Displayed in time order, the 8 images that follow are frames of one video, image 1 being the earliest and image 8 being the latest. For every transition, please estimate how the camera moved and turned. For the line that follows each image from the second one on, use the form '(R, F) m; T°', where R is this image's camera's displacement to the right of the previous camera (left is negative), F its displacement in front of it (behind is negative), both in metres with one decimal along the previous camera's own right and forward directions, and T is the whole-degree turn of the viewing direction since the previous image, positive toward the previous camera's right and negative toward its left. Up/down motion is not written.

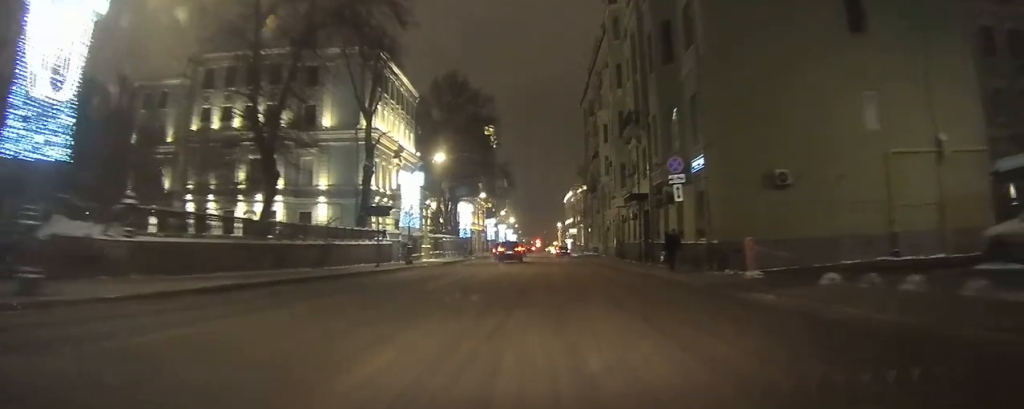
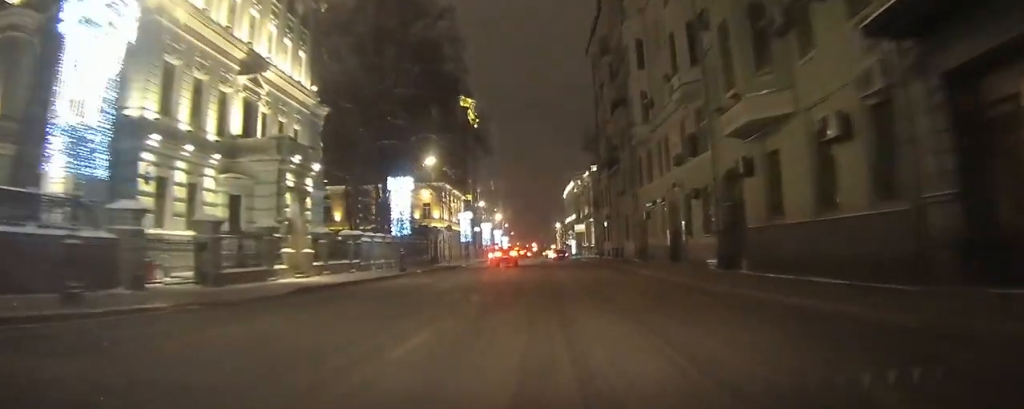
(-0.4, +29.1) m; -1°
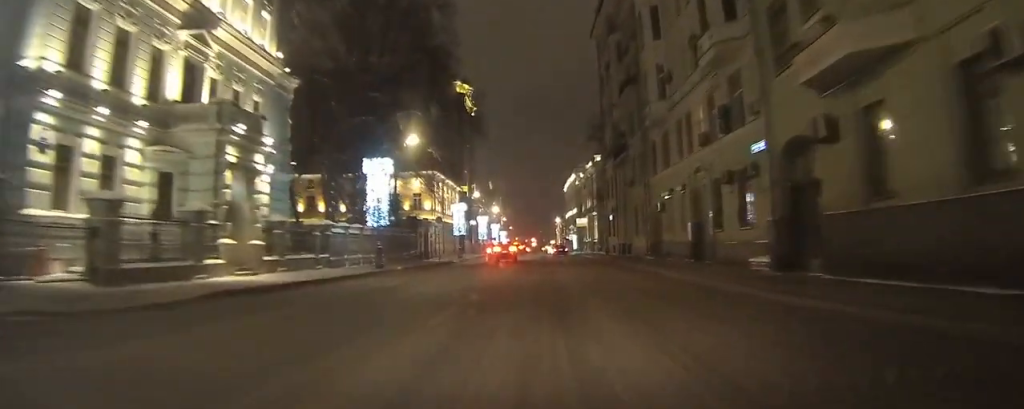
(0.0, +5.3) m; 0°
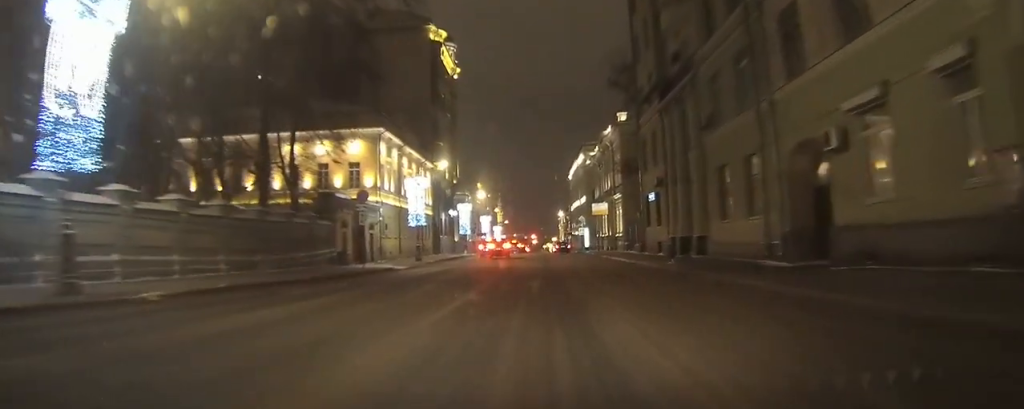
(0.0, +22.9) m; 0°
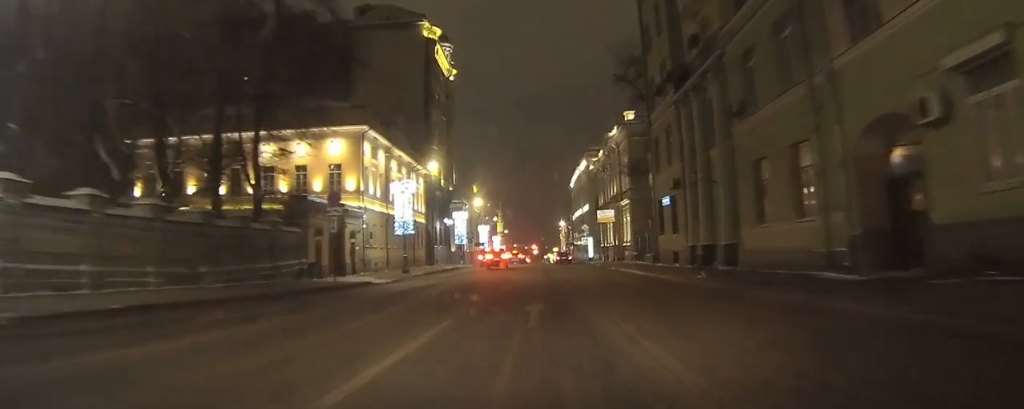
(+0.1, +4.5) m; 0°
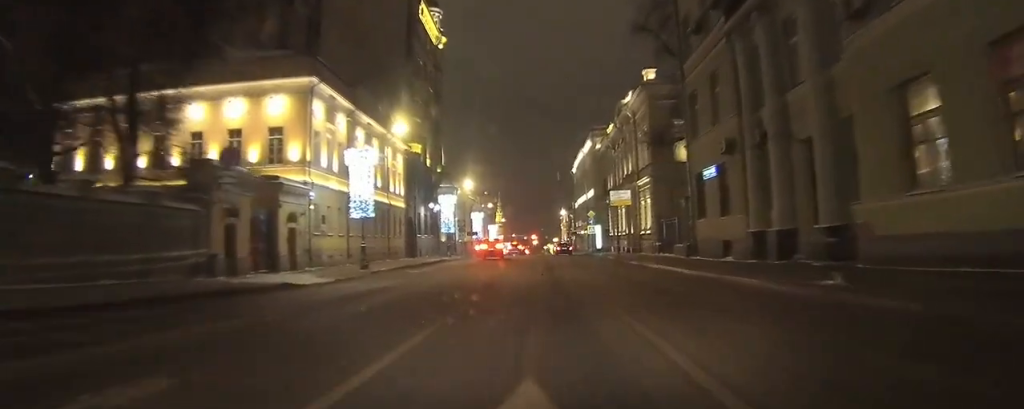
(-0.1, +9.9) m; 0°
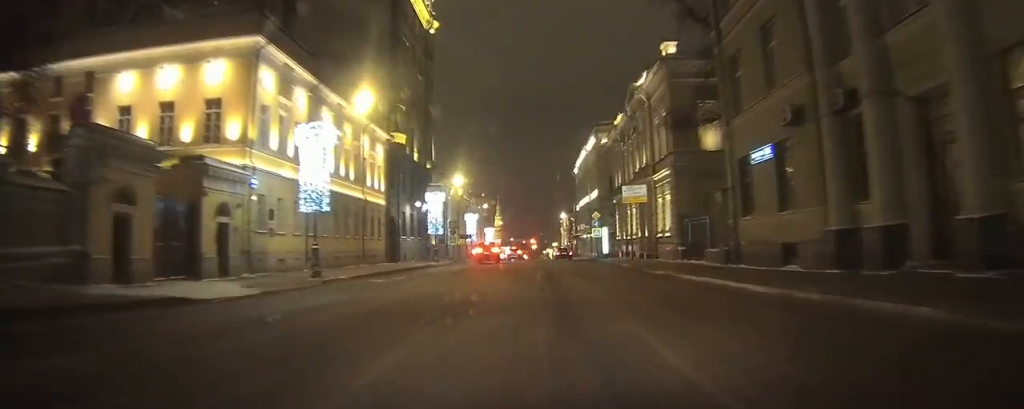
(0.0, +7.1) m; 0°
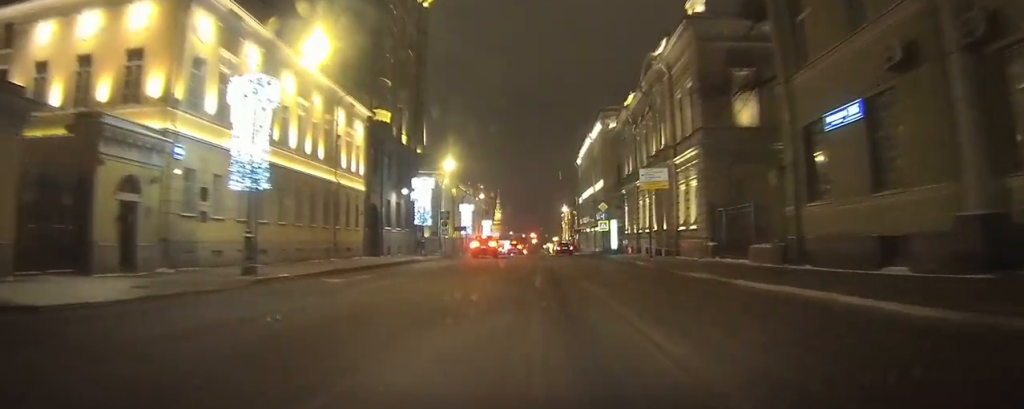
(0.0, +6.4) m; +1°
